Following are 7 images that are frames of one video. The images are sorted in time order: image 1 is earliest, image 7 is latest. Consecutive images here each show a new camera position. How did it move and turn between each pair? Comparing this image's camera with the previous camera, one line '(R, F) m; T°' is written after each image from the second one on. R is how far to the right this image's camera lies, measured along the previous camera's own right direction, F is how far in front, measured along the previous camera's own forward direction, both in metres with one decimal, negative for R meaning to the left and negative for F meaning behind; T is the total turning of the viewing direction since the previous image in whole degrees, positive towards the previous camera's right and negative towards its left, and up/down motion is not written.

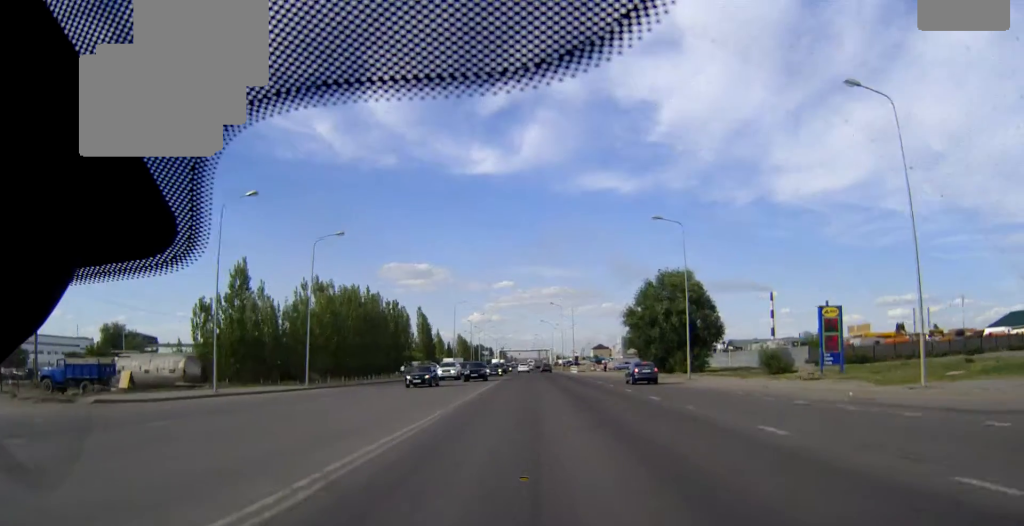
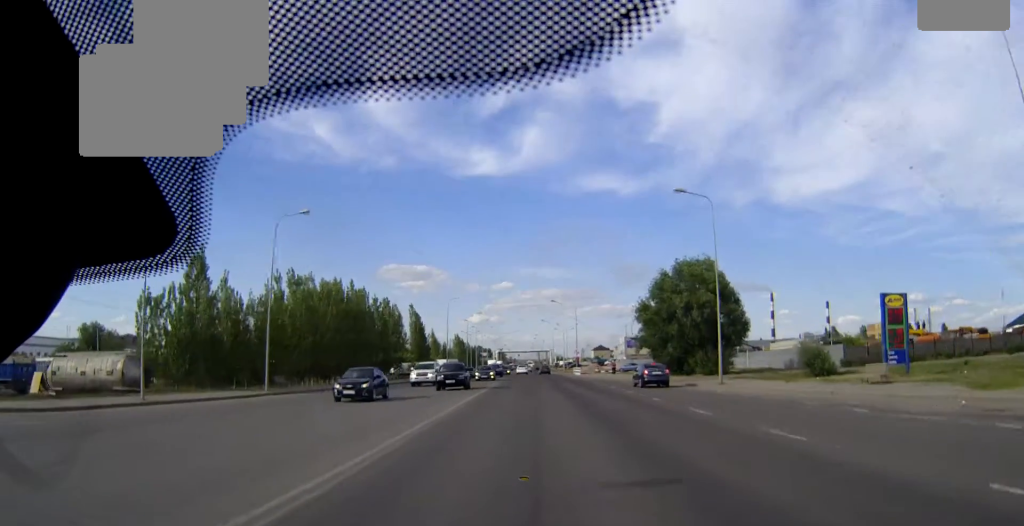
(0.0, +8.8) m; 0°
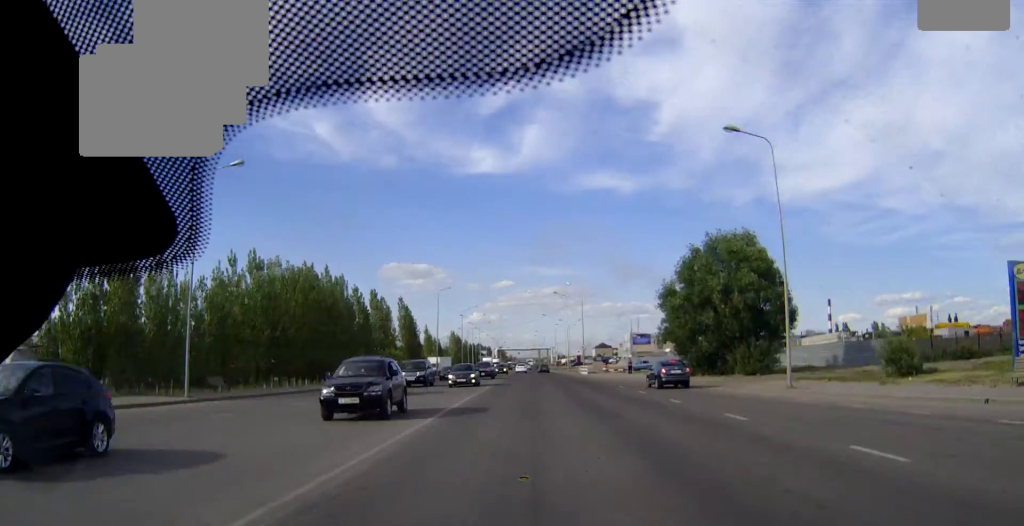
(0.0, +11.7) m; 0°
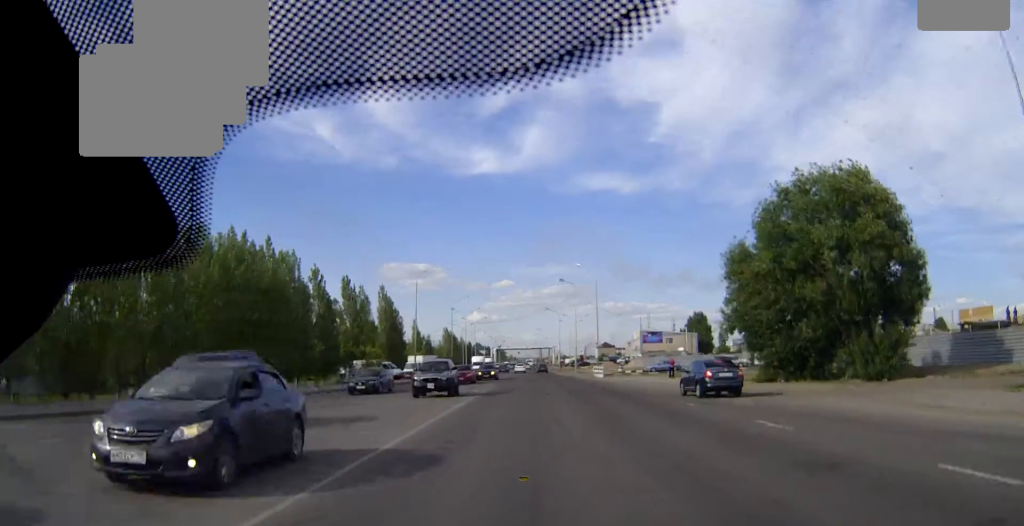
(0.0, +18.5) m; 0°
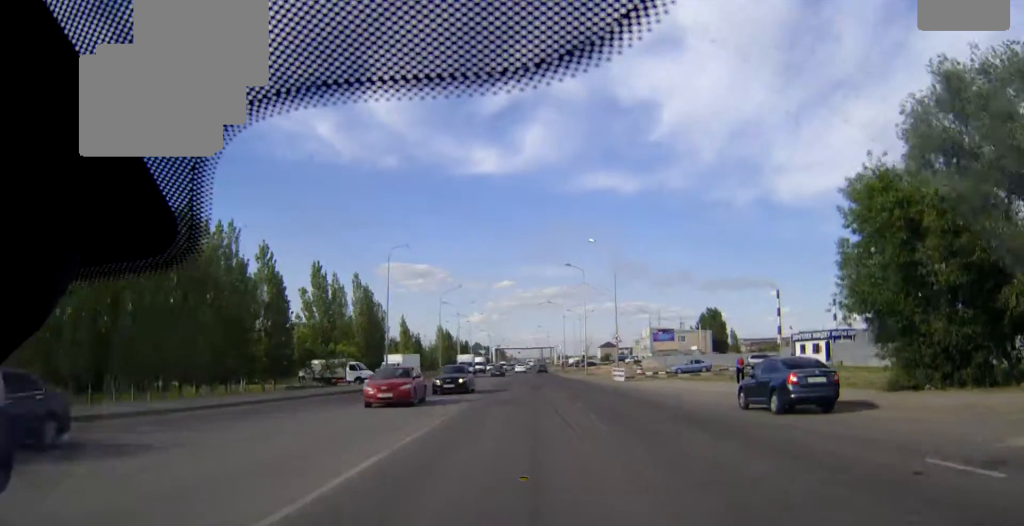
(0.0, +15.3) m; 0°
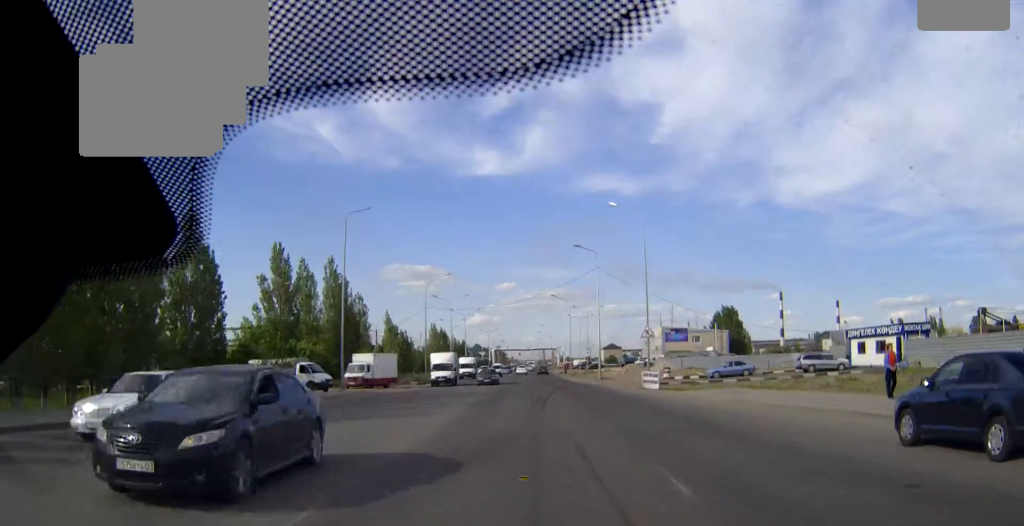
(0.0, +14.7) m; 0°
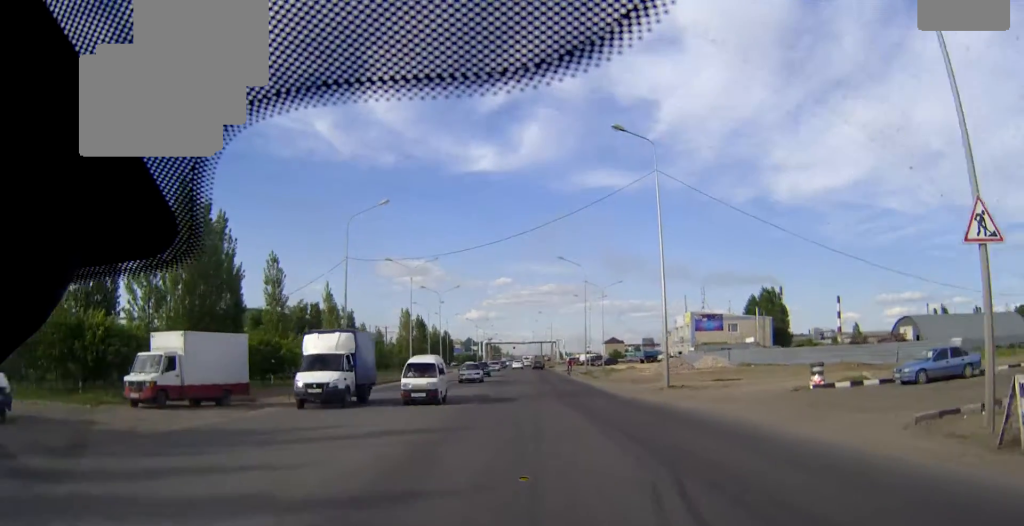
(+0.1, +34.6) m; 0°
